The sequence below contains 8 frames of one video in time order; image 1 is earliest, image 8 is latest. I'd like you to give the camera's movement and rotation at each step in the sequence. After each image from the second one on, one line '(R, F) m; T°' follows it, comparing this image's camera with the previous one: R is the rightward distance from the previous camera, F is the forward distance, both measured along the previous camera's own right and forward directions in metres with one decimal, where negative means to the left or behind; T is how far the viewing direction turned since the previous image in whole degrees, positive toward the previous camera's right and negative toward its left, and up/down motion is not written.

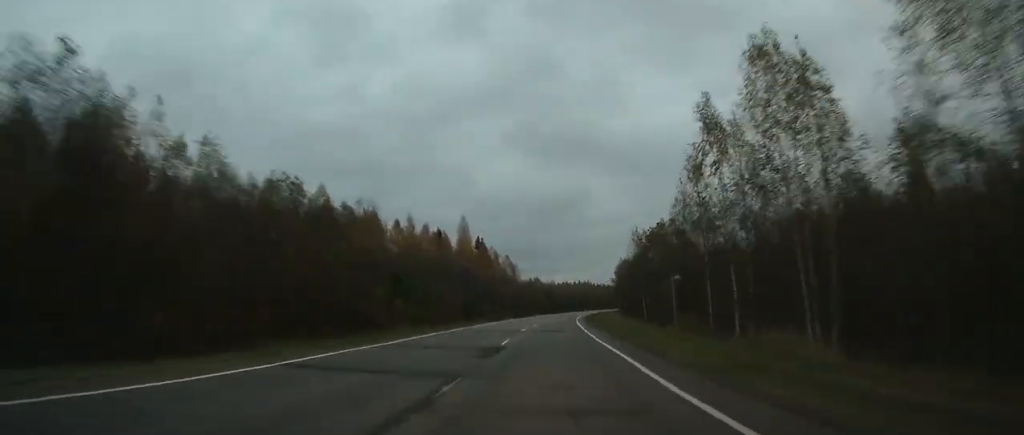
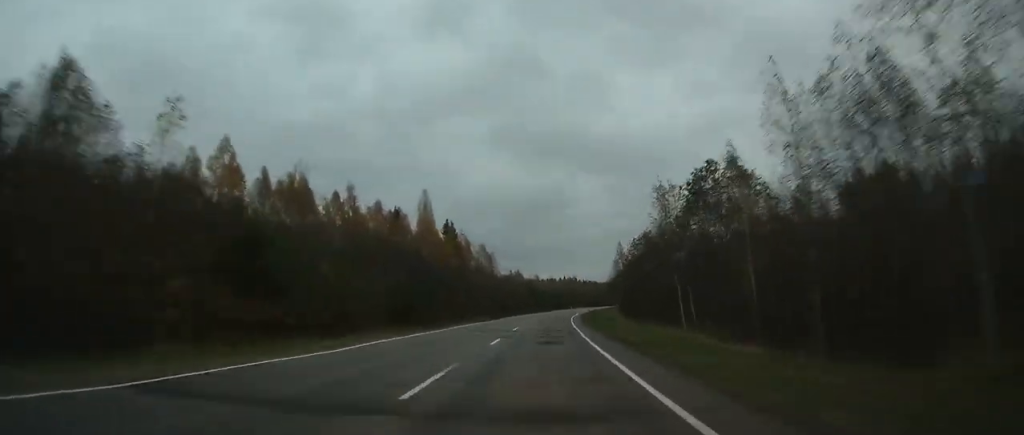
(+0.6, +23.4) m; +1°
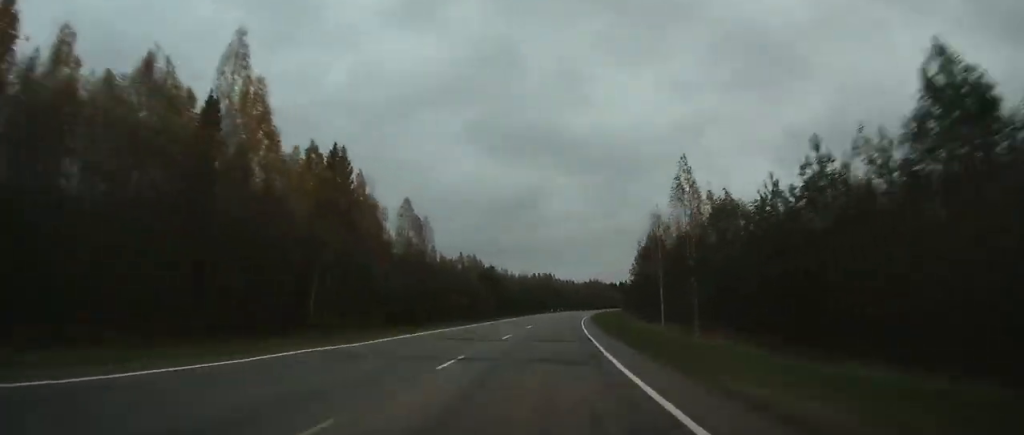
(+1.3, +57.6) m; +3°
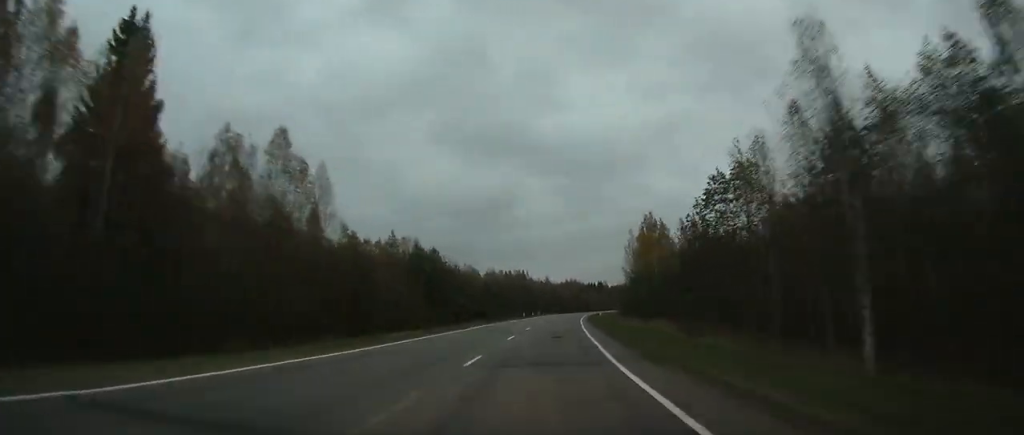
(+0.3, +36.6) m; +2°
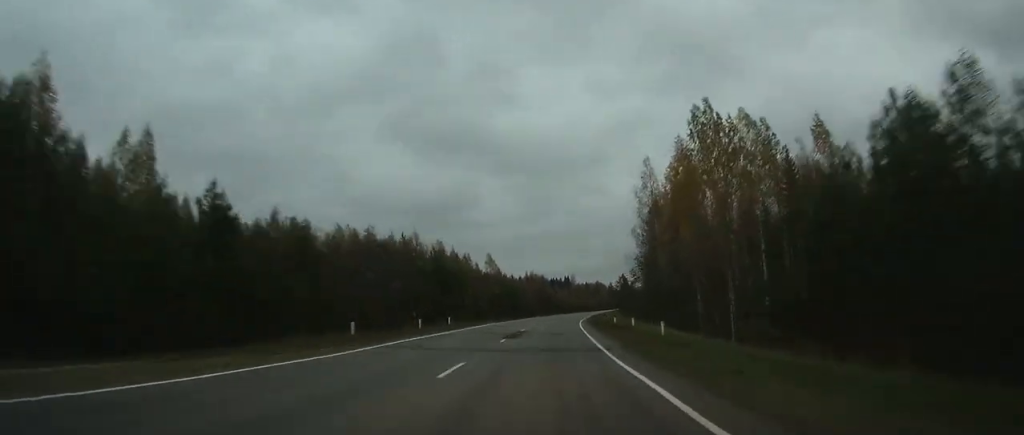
(+3.2, +77.5) m; +4°
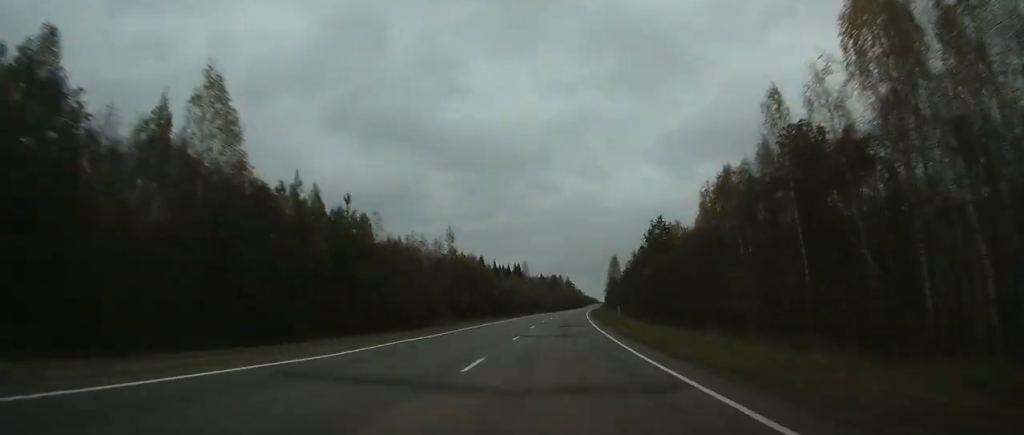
(+3.0, +83.3) m; +5°
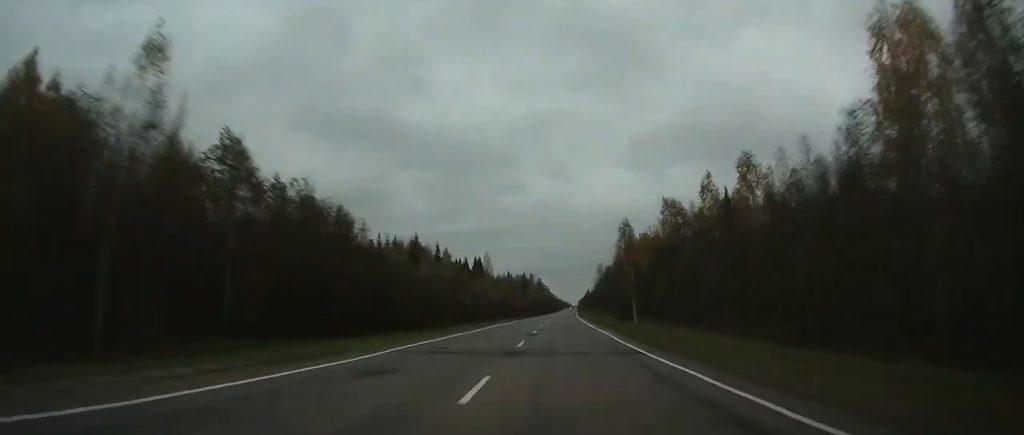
(+1.4, +51.5) m; +3°
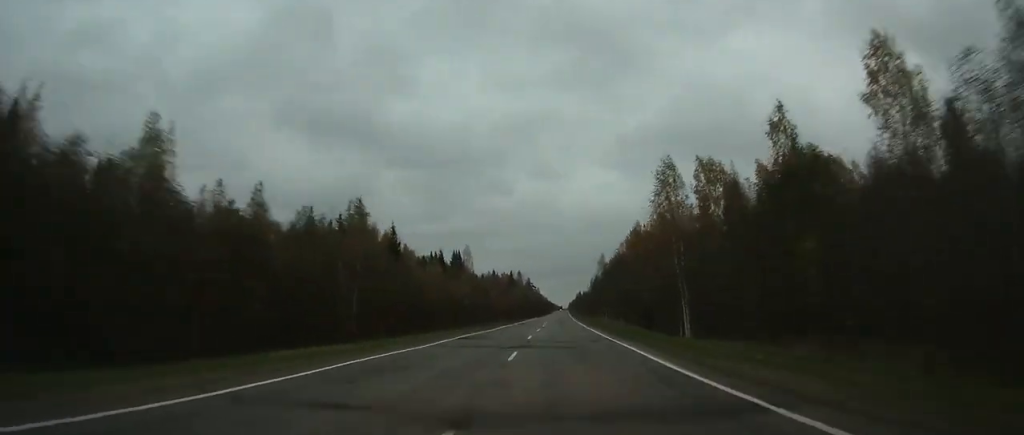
(+0.4, +30.7) m; +1°
